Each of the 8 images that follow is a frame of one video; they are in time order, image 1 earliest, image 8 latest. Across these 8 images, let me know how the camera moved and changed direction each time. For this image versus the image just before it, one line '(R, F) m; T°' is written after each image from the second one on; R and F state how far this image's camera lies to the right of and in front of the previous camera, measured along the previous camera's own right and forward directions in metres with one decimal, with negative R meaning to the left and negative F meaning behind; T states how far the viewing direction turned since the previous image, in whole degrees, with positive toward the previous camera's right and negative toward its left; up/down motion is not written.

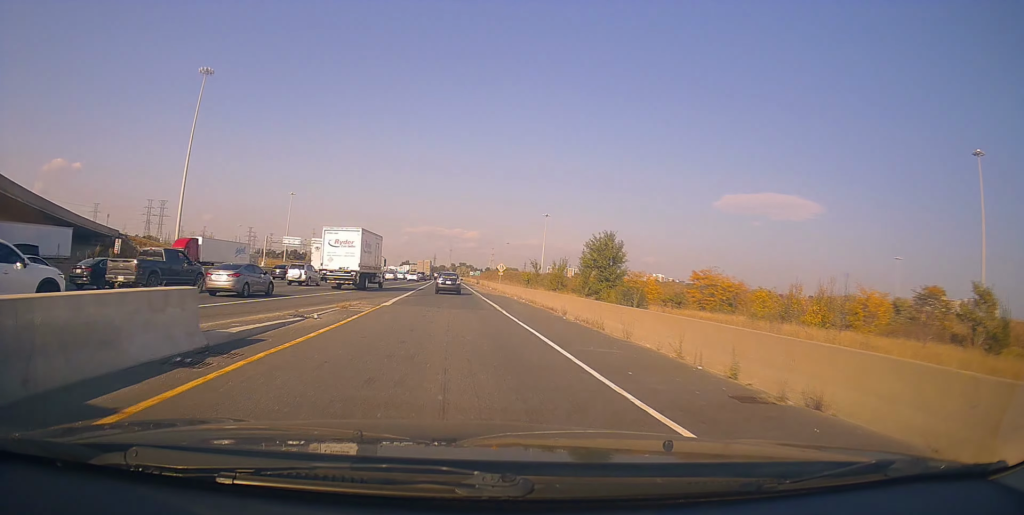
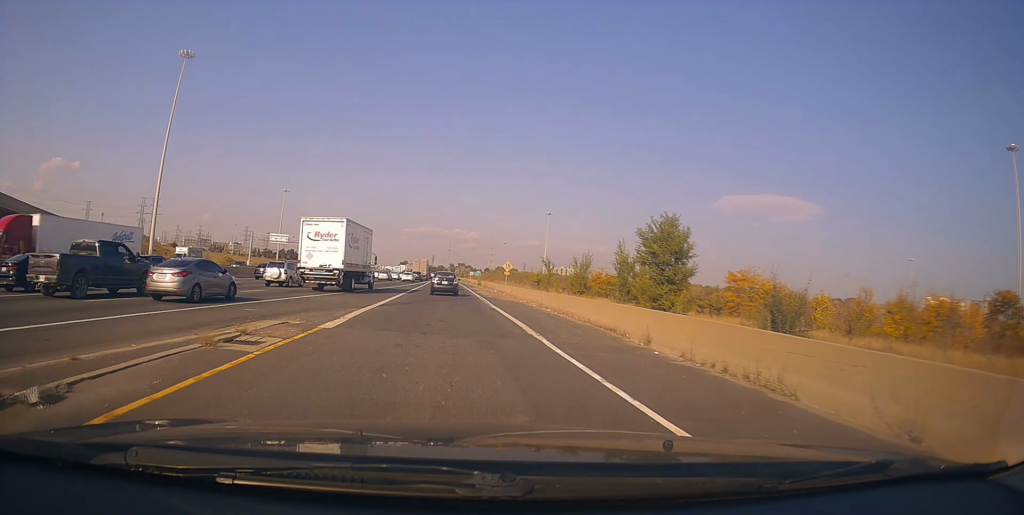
(+0.1, +11.0) m; 0°
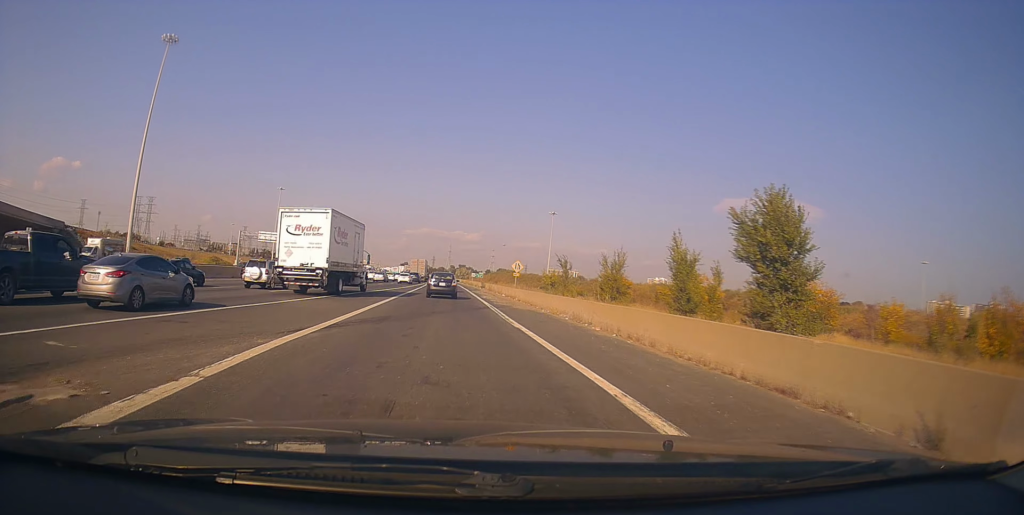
(0.0, +9.5) m; 0°
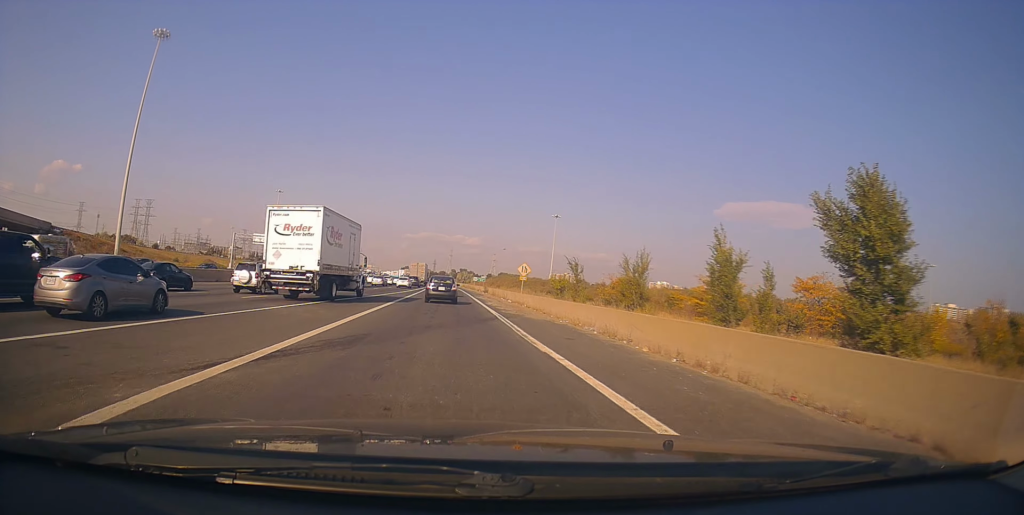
(-0.1, +4.5) m; 0°
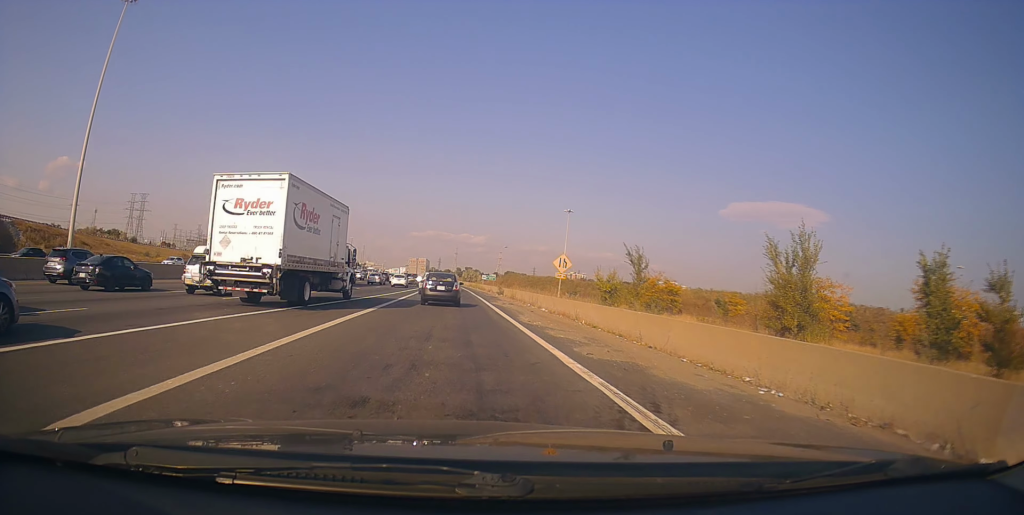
(+0.1, +15.6) m; 0°
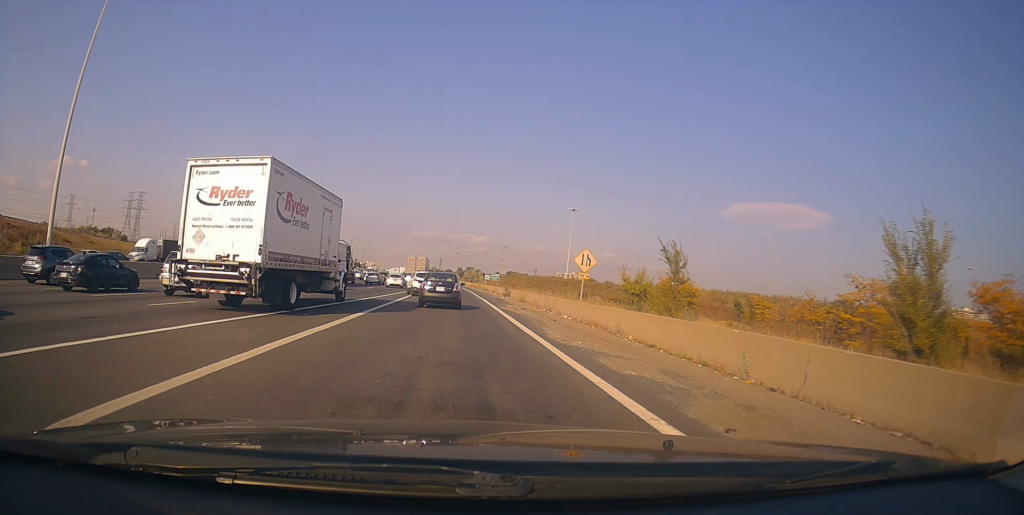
(-0.1, +5.7) m; 0°
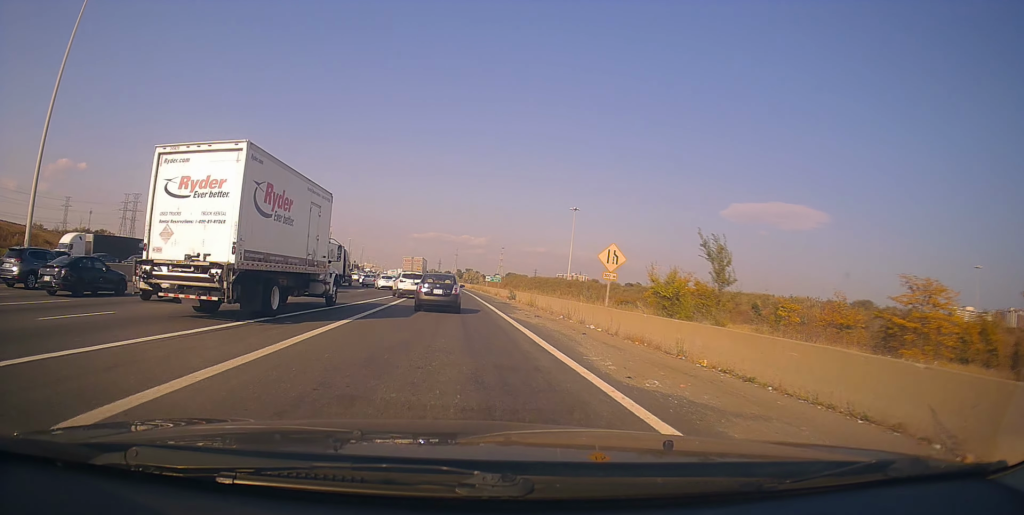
(0.0, +4.8) m; +2°
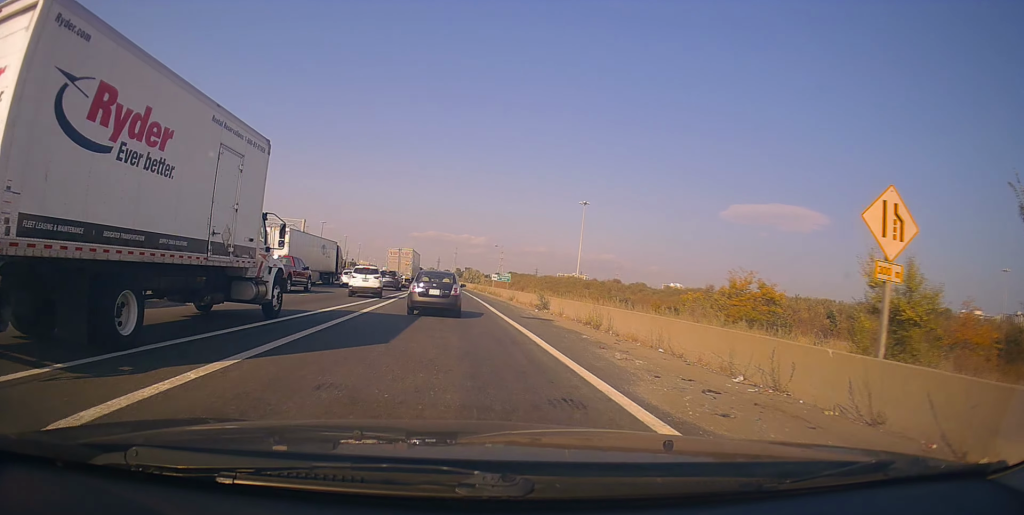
(+0.5, +16.1) m; -1°
